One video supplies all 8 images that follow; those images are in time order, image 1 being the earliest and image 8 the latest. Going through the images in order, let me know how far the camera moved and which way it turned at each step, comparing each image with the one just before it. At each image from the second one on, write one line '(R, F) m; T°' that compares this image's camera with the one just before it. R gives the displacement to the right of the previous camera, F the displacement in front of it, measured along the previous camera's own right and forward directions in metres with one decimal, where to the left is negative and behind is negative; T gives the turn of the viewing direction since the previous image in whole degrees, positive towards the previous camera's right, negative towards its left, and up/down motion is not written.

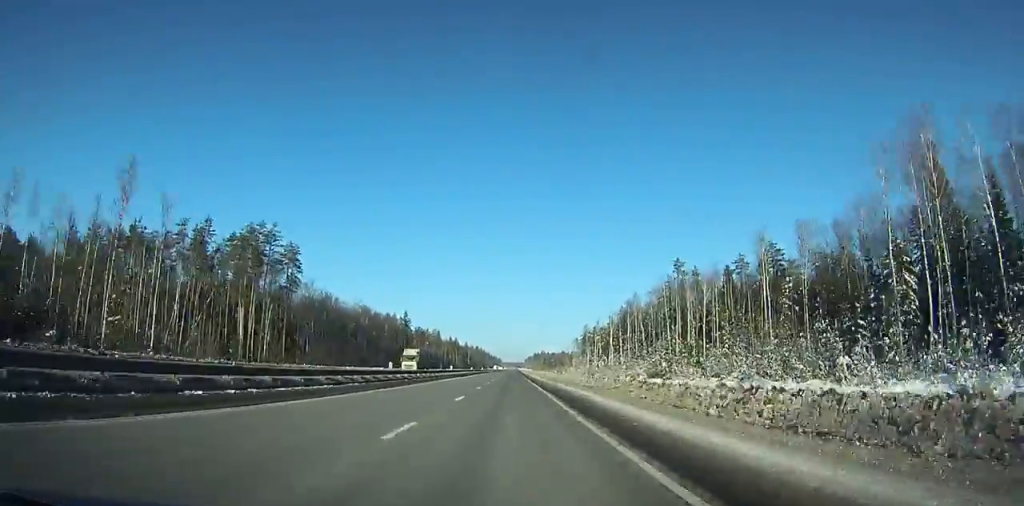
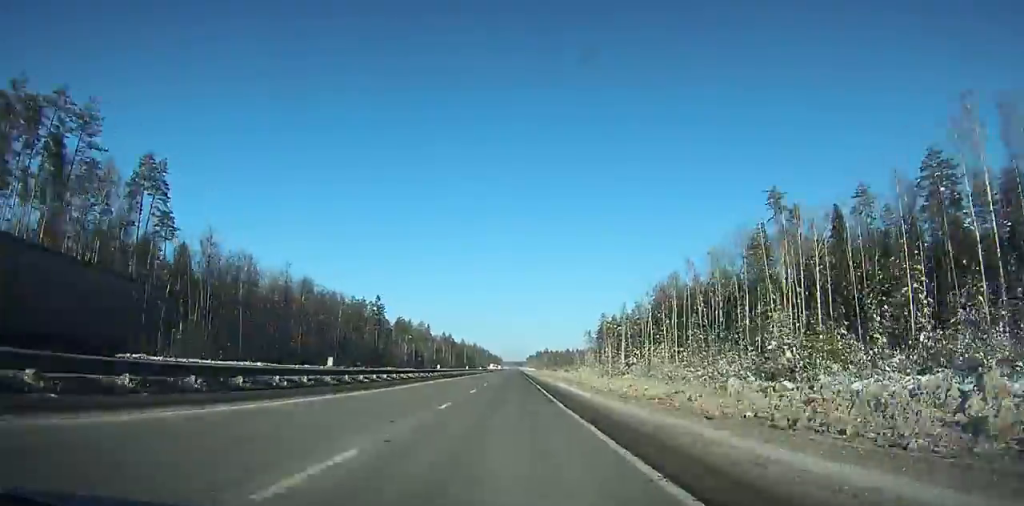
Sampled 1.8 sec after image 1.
(0.0, +56.4) m; 0°
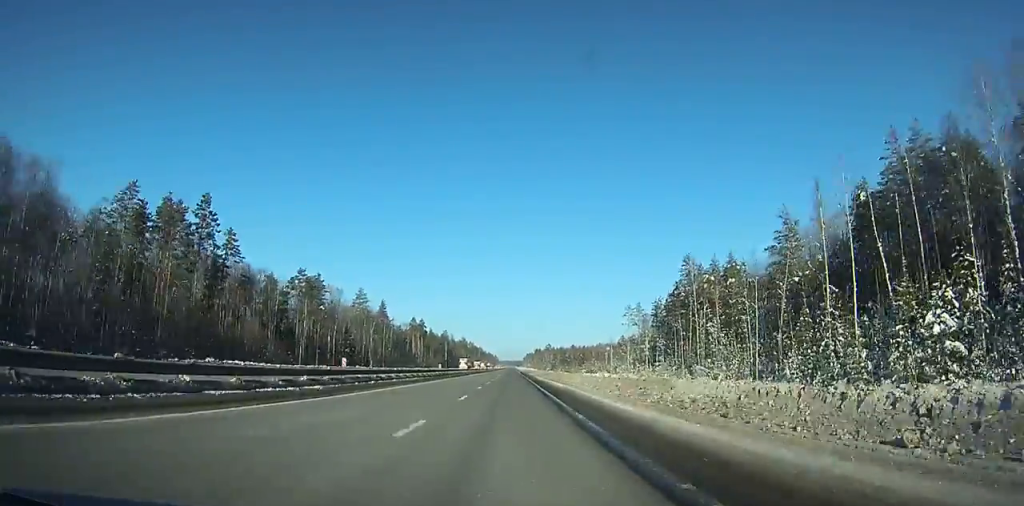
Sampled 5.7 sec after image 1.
(+0.3, +125.8) m; 0°
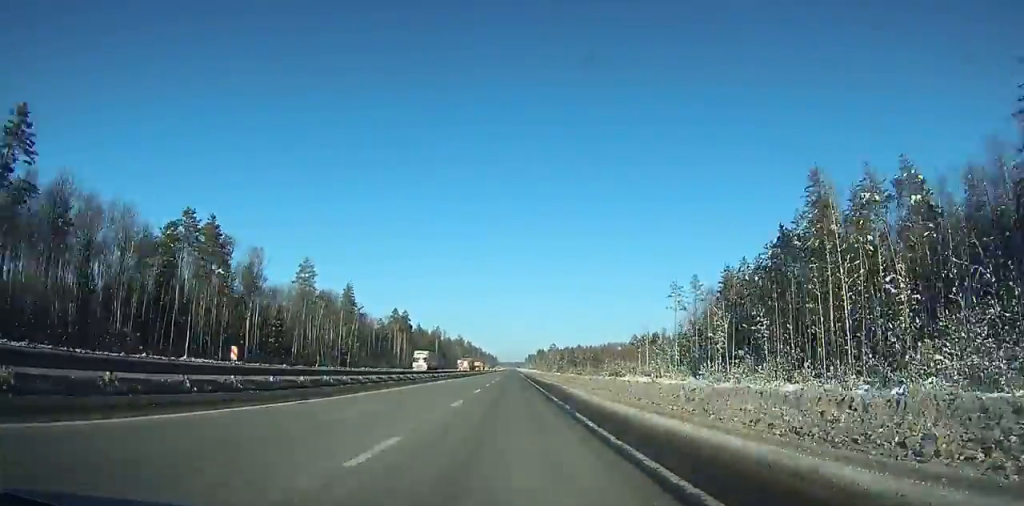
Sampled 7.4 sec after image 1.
(+0.1, +55.0) m; 0°
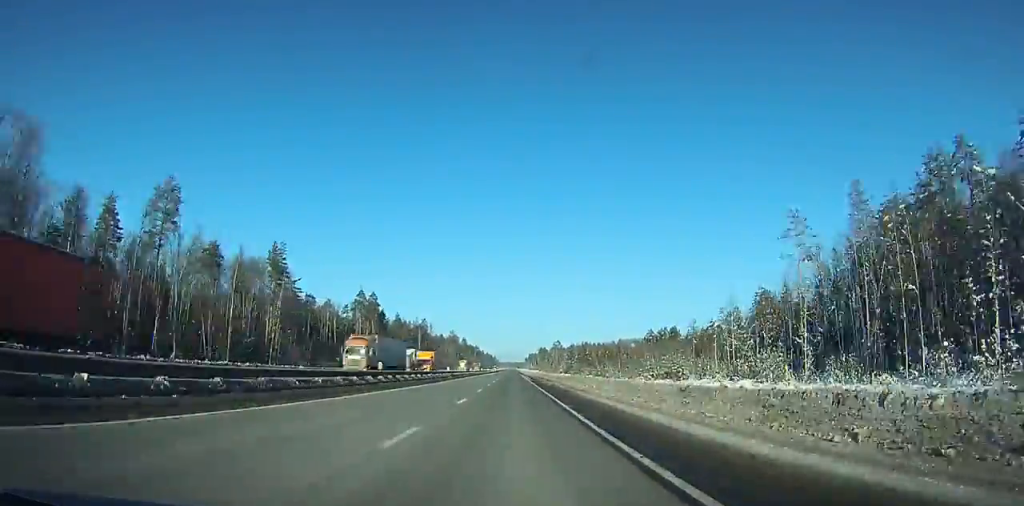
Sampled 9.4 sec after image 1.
(0.0, +63.6) m; 0°
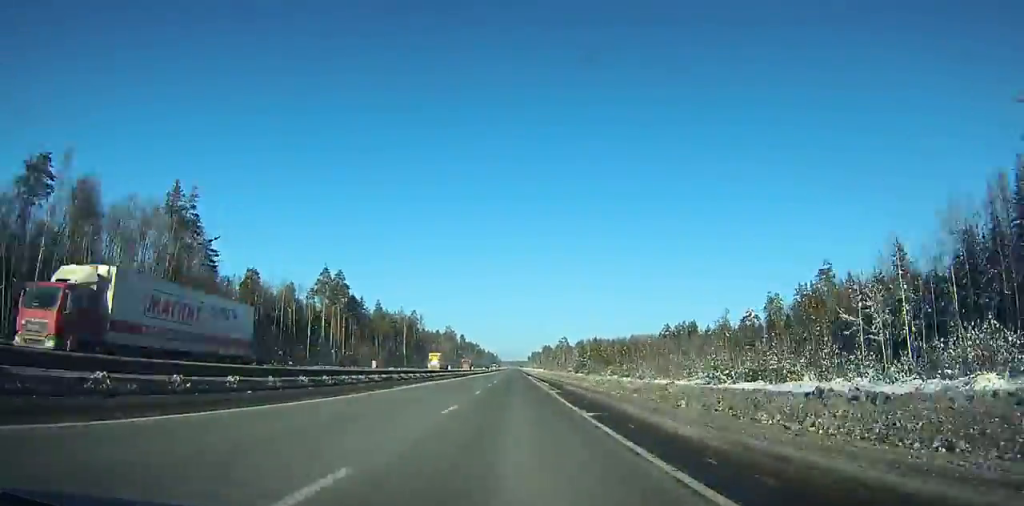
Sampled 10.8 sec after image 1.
(0.0, +43.5) m; 0°
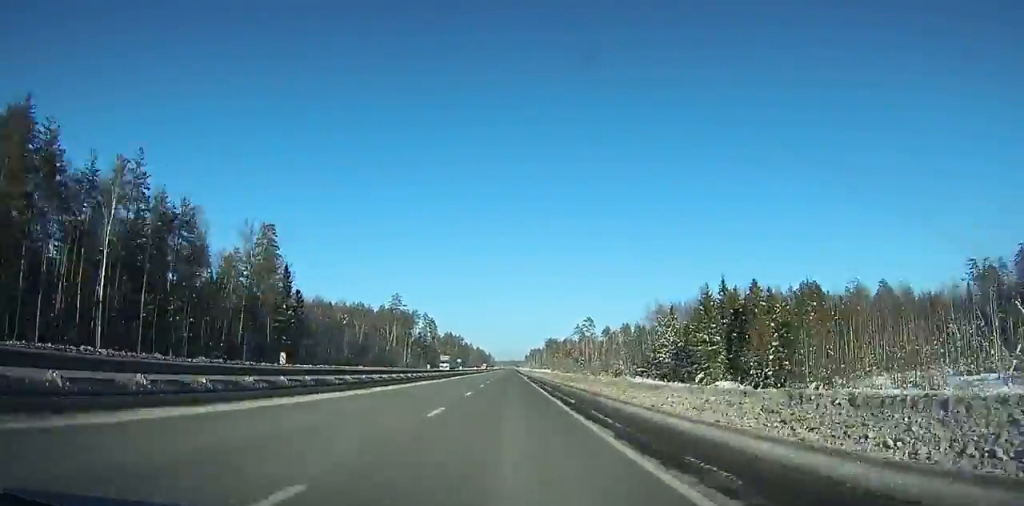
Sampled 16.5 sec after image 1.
(+0.1, +171.8) m; 0°
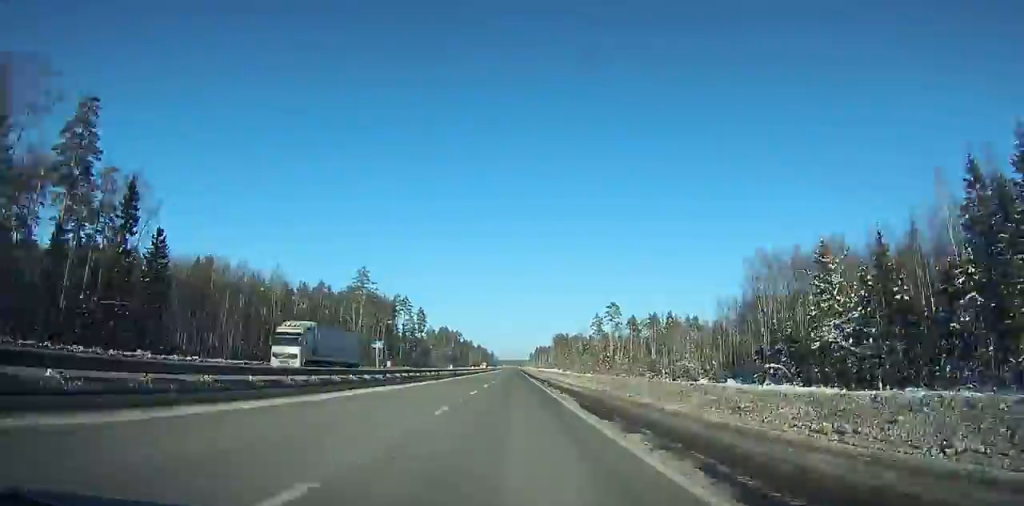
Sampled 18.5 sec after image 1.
(-0.2, +58.9) m; 0°
